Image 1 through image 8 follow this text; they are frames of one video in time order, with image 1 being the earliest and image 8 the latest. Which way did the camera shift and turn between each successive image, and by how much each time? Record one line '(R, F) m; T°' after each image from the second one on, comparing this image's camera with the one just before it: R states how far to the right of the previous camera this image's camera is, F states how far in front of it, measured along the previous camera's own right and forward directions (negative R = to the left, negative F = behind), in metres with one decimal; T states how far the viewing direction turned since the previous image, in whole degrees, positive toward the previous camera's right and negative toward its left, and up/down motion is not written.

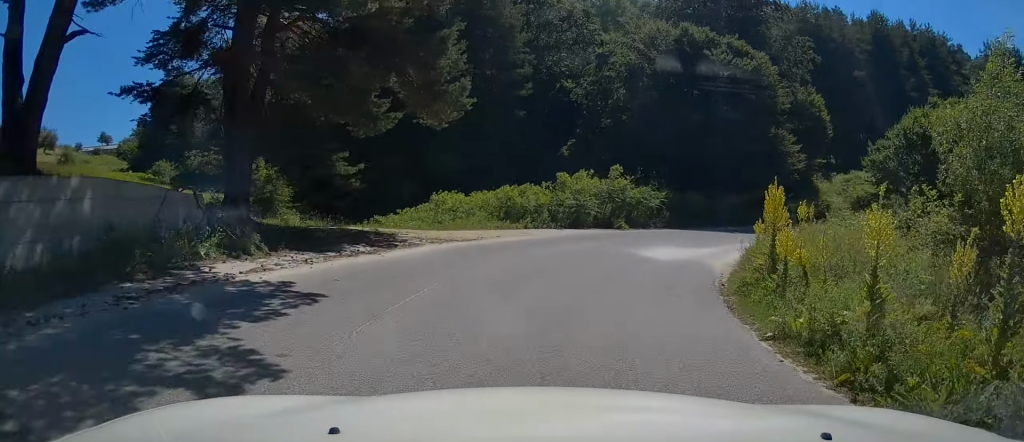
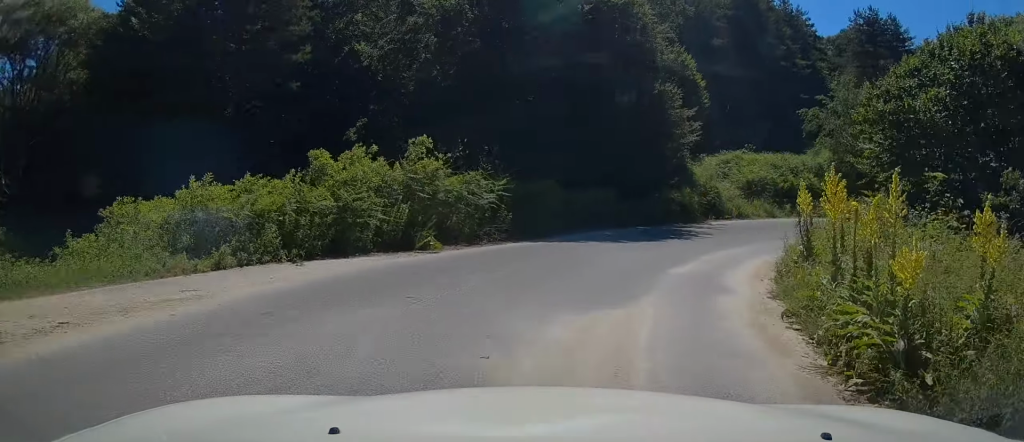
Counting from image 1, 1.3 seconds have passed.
(+1.7, +11.1) m; +22°
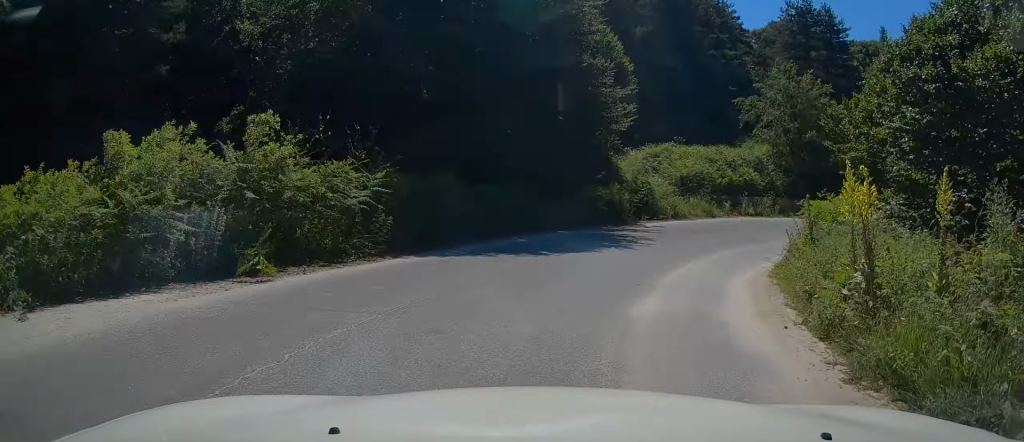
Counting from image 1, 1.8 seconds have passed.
(+0.7, +4.3) m; +9°
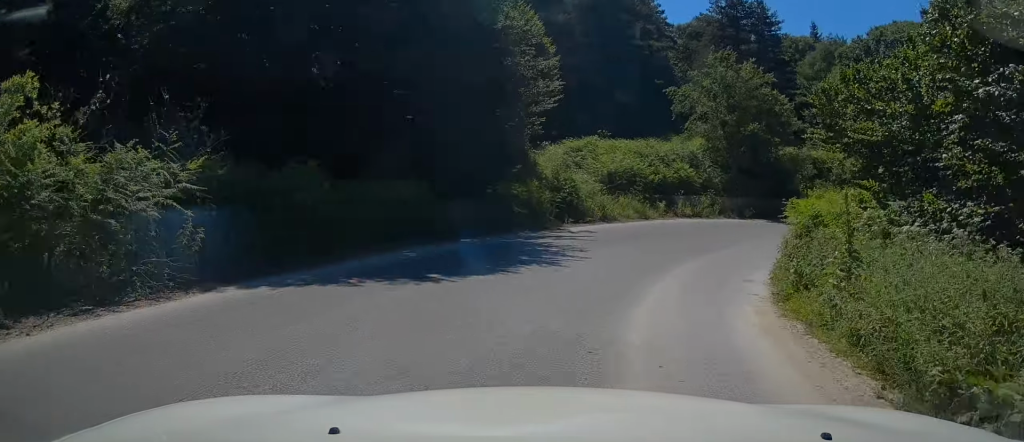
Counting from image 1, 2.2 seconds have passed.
(0.0, +4.1) m; +9°
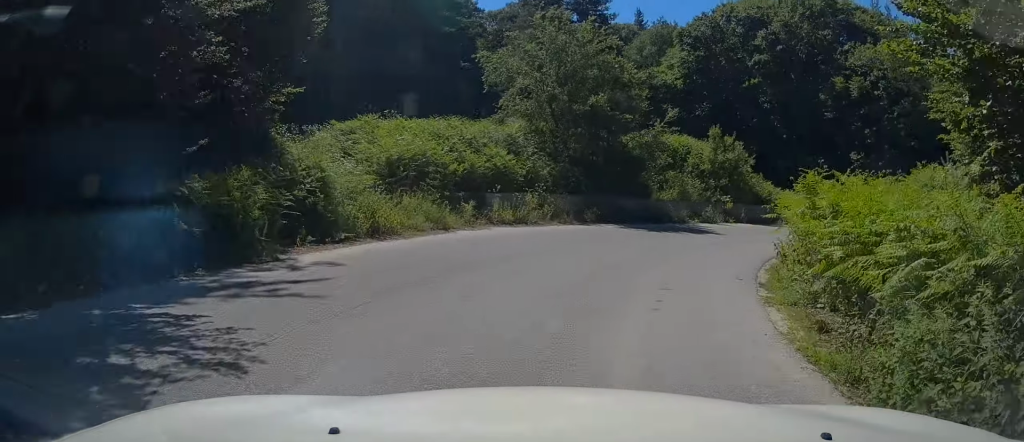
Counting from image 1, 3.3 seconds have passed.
(+1.5, +9.3) m; +16°
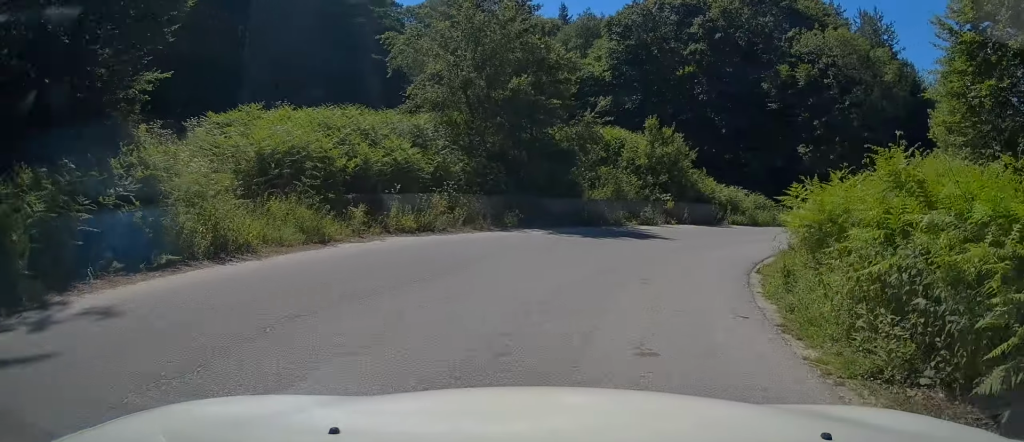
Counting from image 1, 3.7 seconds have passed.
(+0.4, +3.8) m; +6°
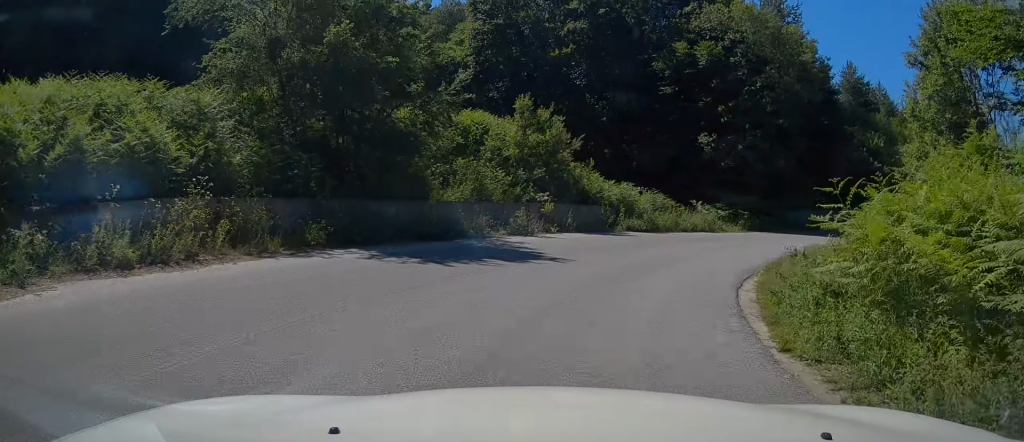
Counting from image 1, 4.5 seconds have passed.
(+0.6, +6.8) m; +11°
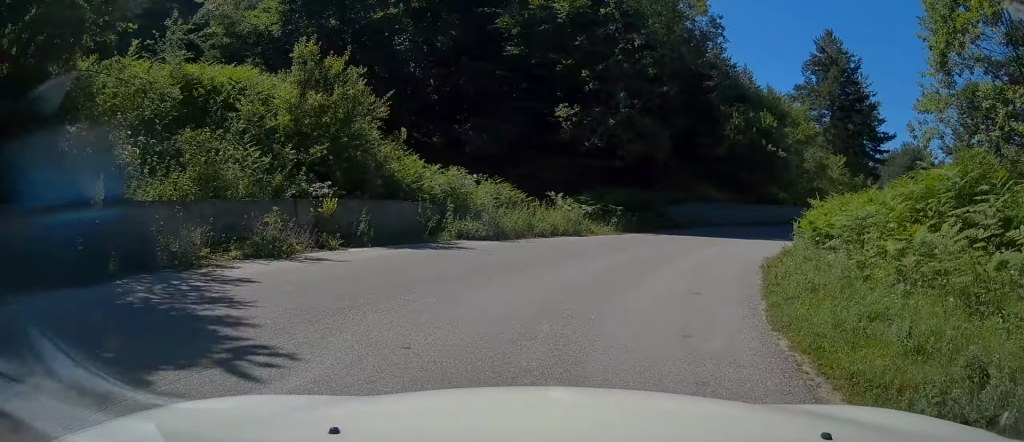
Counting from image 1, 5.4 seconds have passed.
(+0.9, +8.3) m; +14°
